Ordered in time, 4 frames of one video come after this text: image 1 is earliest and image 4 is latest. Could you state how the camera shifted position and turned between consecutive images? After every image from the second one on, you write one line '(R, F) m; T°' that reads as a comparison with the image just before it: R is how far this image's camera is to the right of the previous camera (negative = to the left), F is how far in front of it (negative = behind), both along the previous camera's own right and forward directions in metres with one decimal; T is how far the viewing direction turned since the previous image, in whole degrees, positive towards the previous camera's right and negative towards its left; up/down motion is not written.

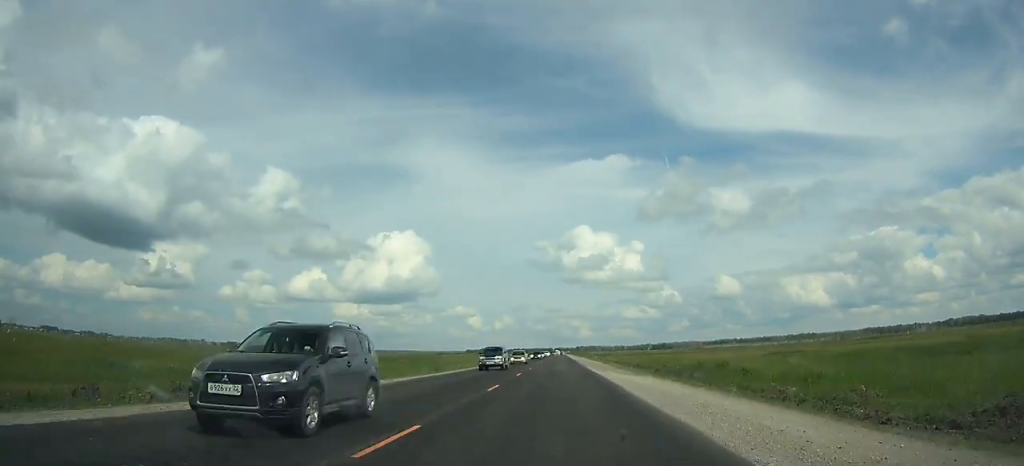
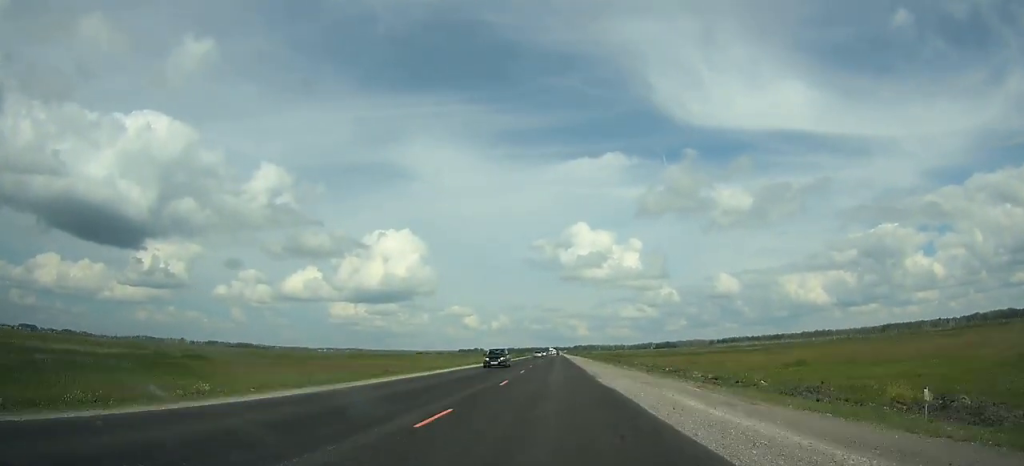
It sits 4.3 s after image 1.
(0.0, +132.3) m; 0°
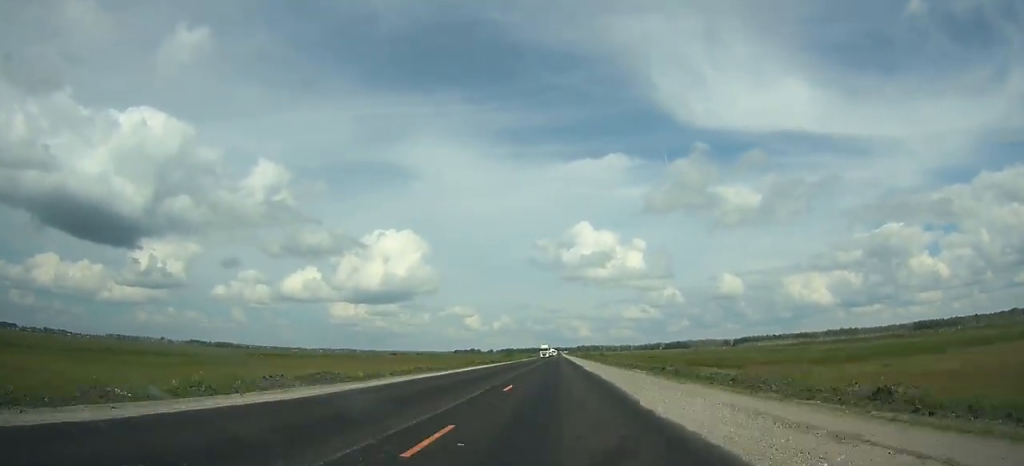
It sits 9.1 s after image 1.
(-0.1, +144.9) m; 0°
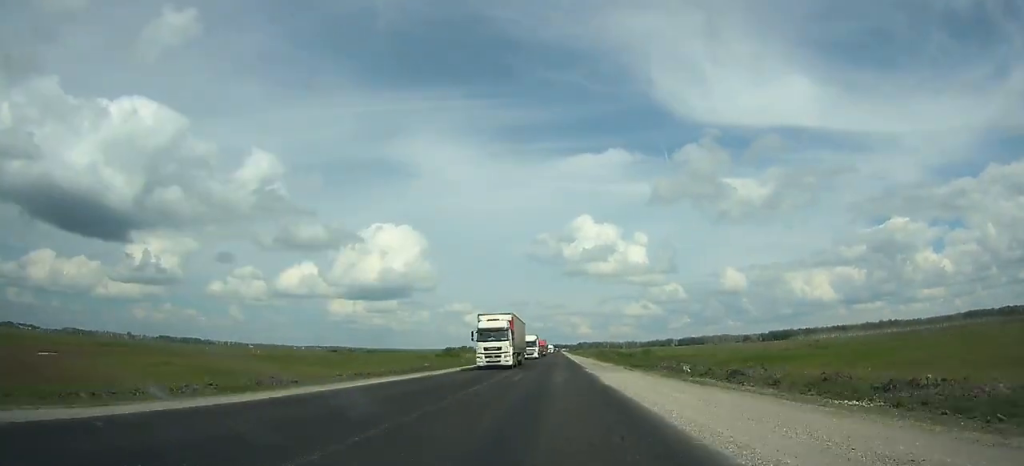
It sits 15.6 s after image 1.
(+0.4, +196.5) m; 0°
